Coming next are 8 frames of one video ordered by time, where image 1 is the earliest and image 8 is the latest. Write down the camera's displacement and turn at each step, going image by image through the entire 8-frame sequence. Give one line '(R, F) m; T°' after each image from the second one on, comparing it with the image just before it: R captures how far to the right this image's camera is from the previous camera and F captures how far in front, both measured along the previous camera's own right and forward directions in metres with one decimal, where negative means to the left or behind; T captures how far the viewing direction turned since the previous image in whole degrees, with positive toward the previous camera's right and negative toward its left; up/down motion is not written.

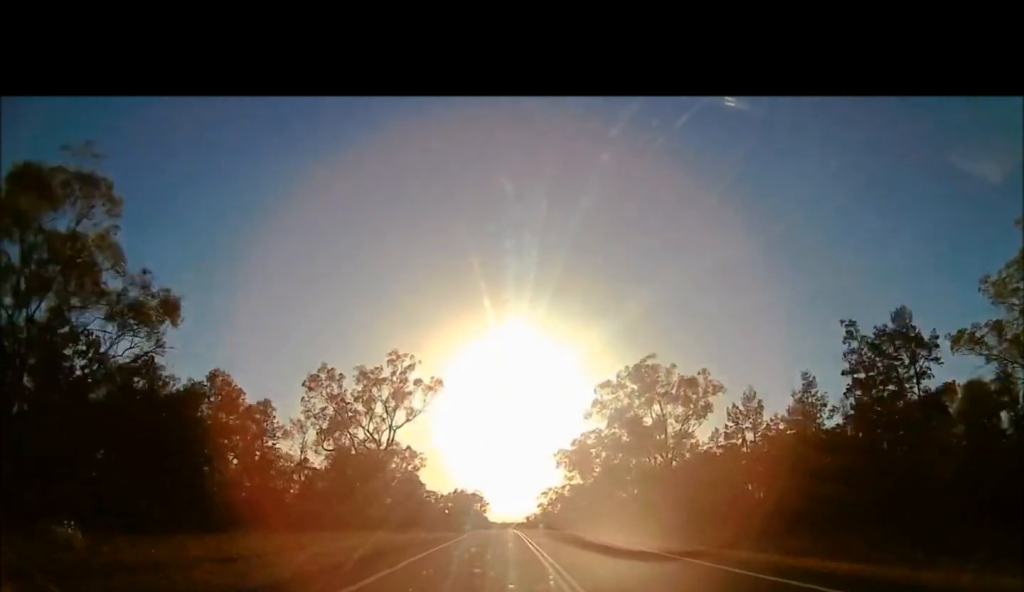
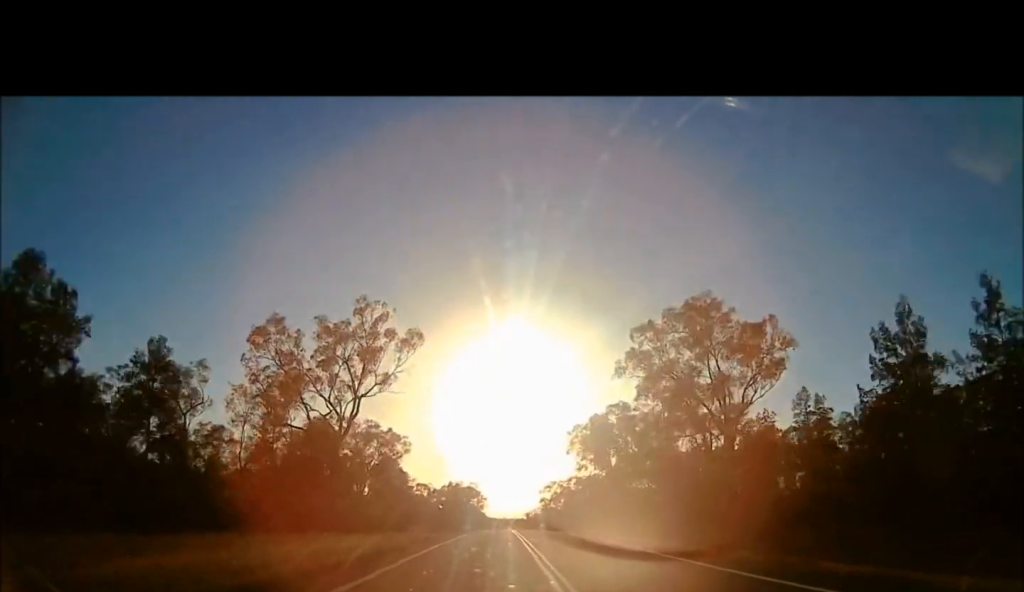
(0.0, +17.8) m; 0°
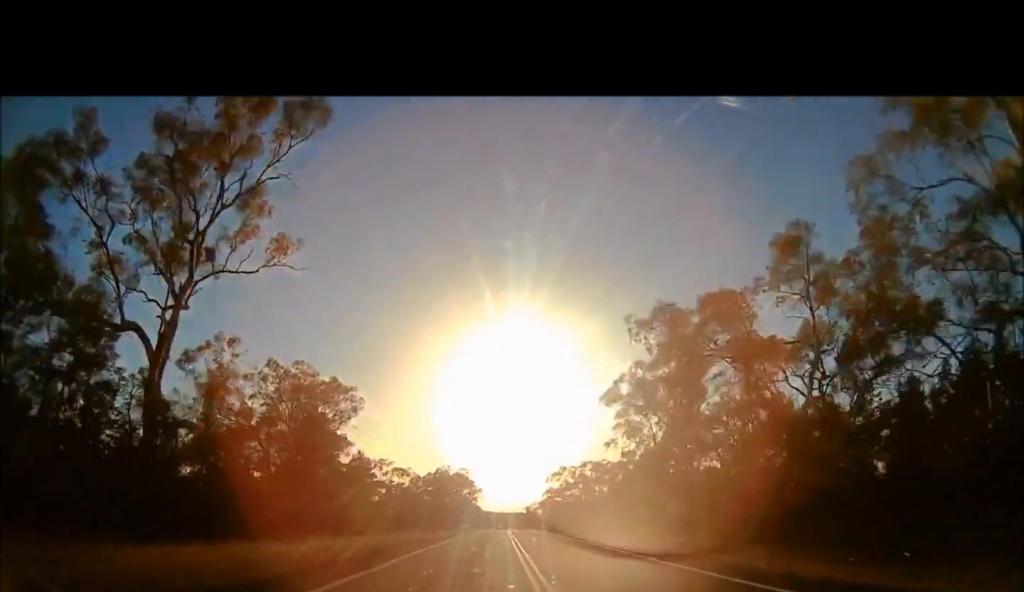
(0.0, +32.2) m; 0°
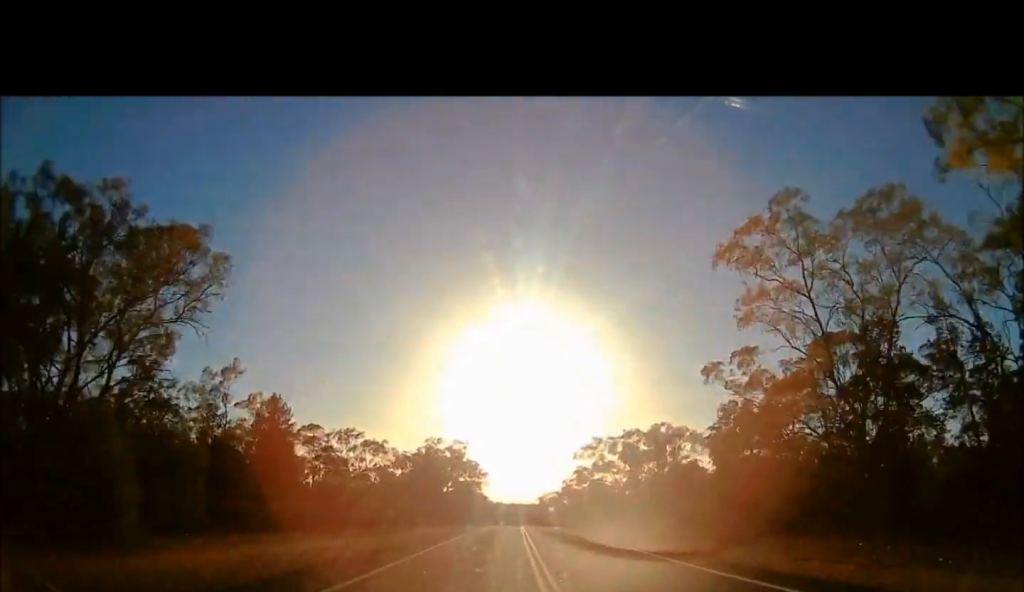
(0.0, +35.5) m; 0°
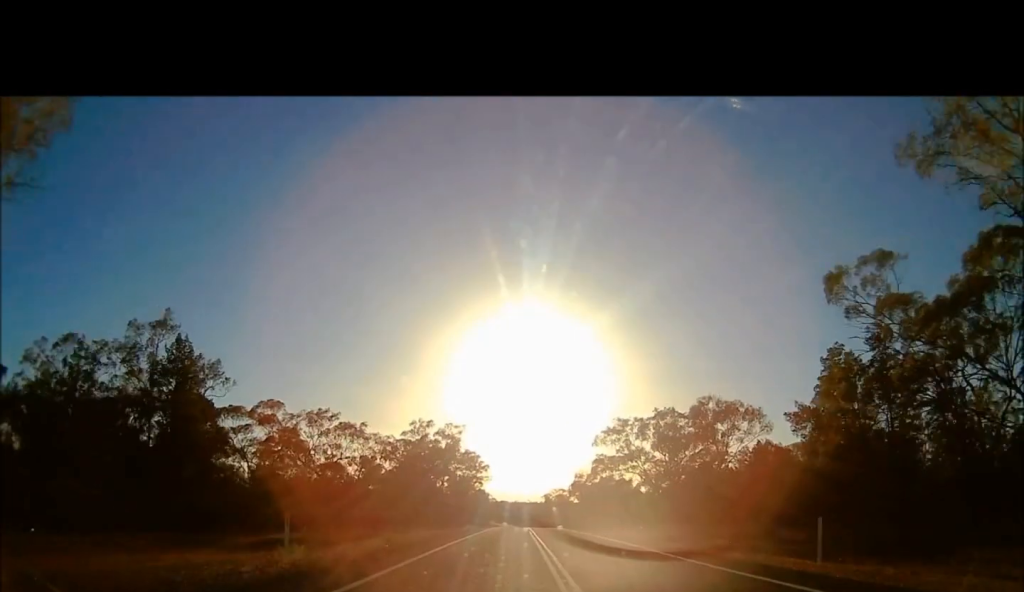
(0.0, +16.6) m; 0°
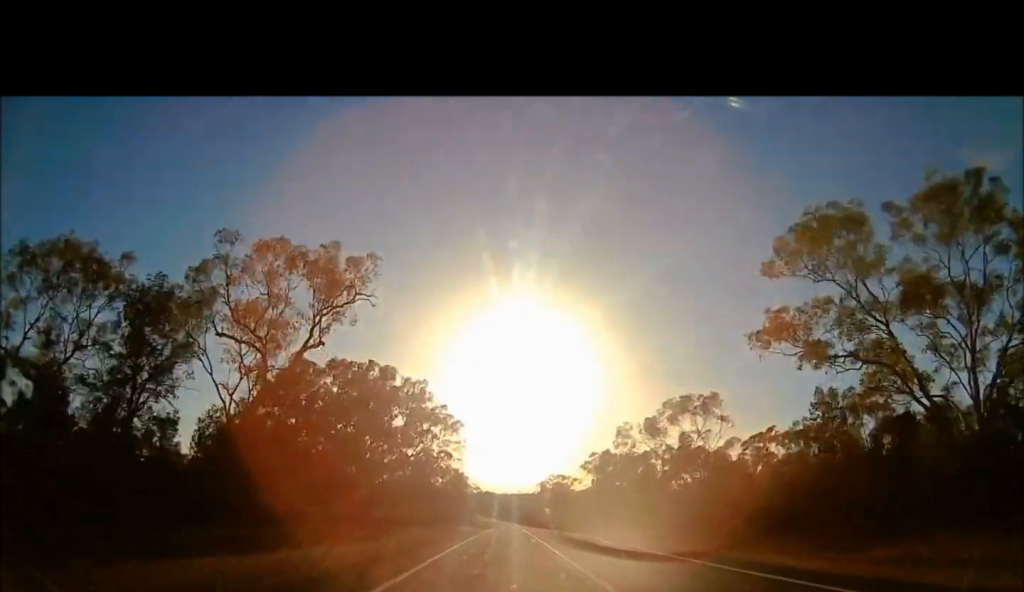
(0.0, +50.9) m; 0°
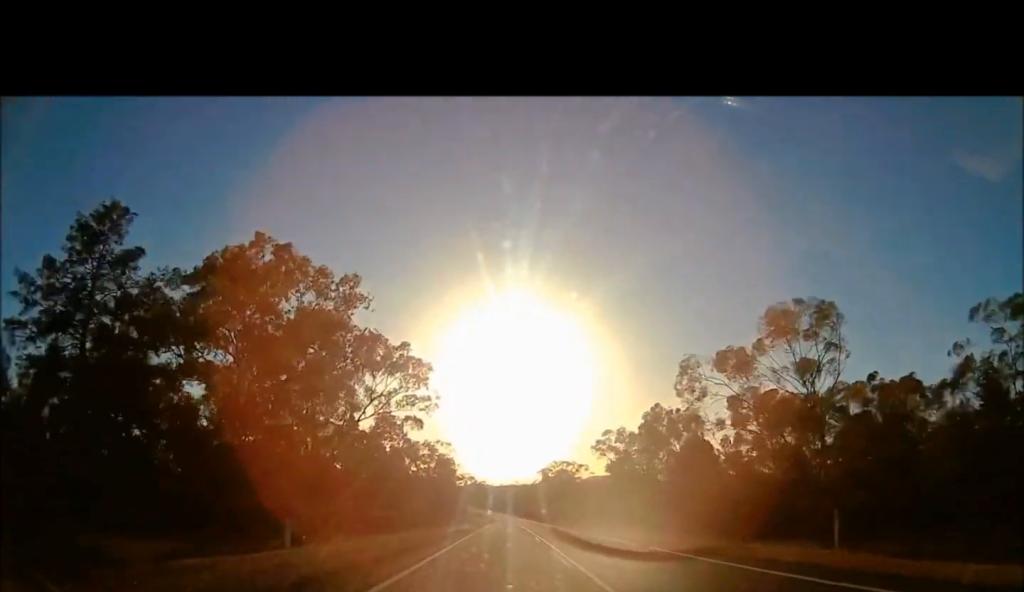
(0.0, +24.3) m; 0°
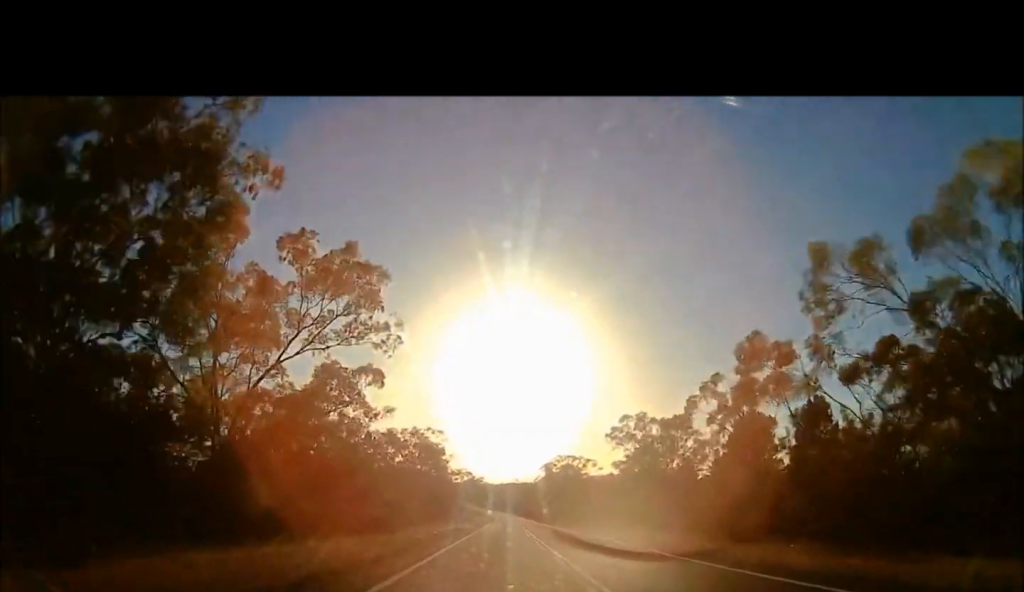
(0.0, +17.7) m; 0°
